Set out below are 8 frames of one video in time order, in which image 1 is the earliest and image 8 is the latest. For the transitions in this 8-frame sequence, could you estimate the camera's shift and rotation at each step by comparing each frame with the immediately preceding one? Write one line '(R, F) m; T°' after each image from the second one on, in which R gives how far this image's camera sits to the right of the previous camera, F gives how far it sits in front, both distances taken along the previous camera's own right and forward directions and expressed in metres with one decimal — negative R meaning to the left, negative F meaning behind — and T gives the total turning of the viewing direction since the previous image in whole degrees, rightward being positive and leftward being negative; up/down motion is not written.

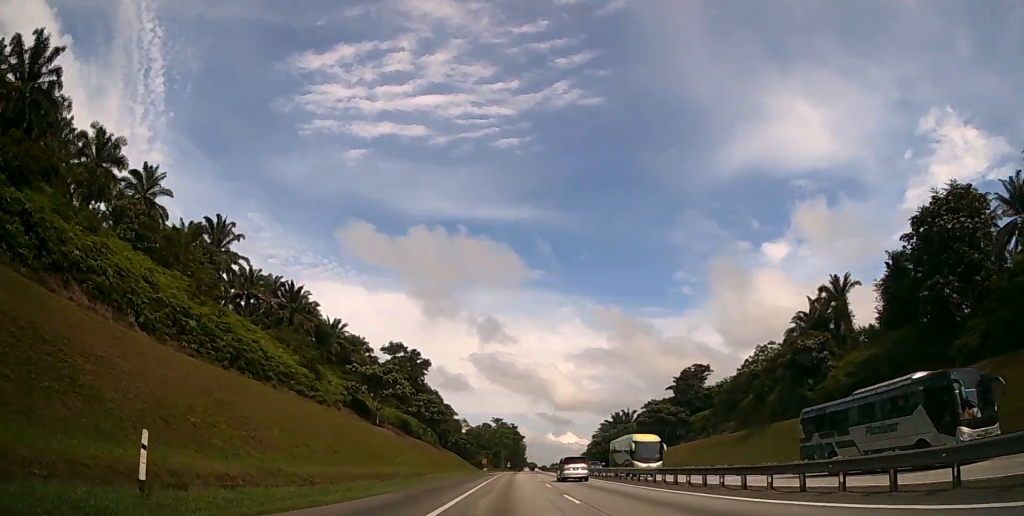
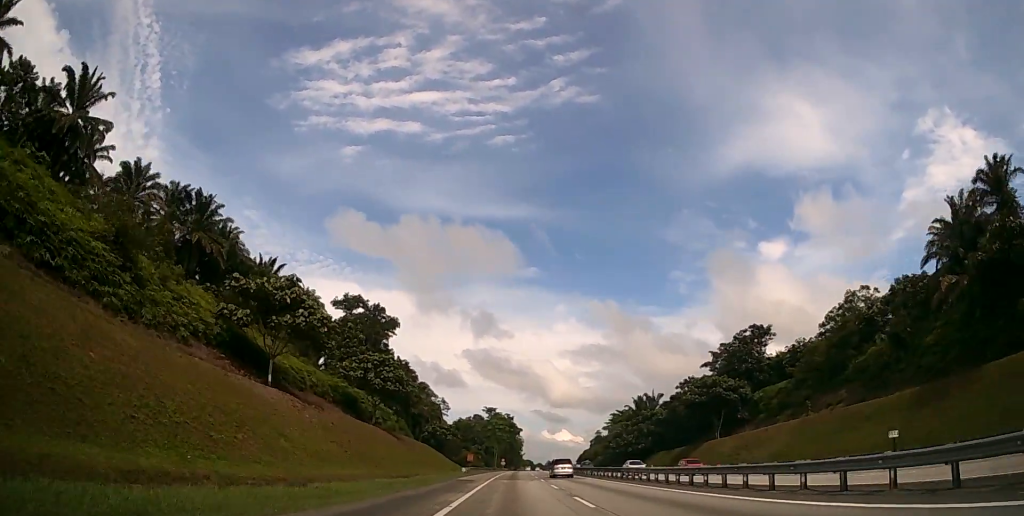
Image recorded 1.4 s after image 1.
(+0.3, +38.2) m; +1°
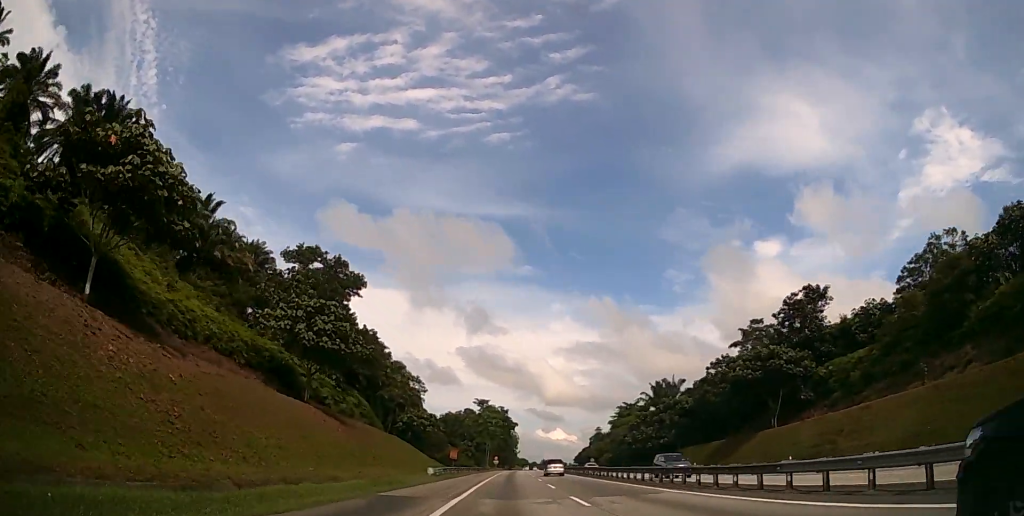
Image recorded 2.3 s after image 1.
(0.0, +23.4) m; +1°
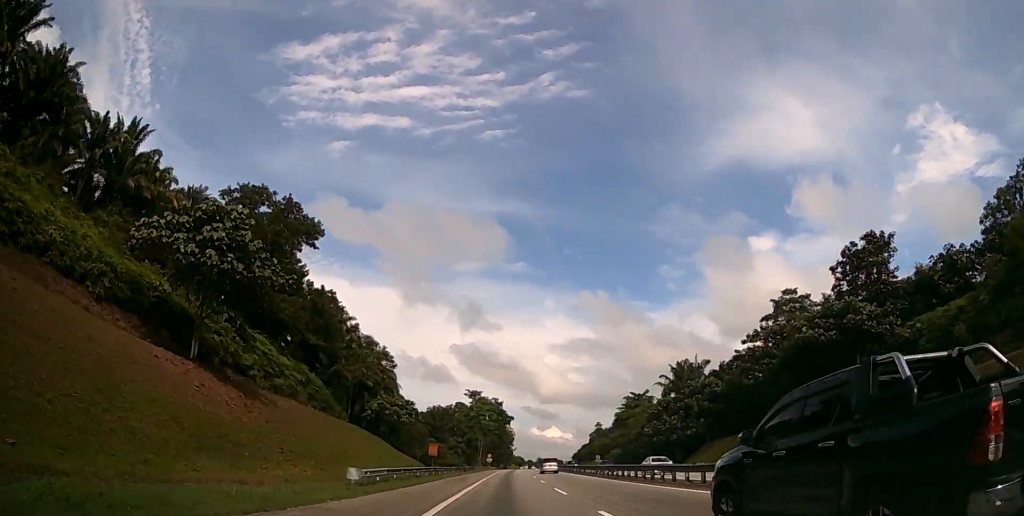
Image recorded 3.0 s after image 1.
(+0.1, +19.3) m; 0°
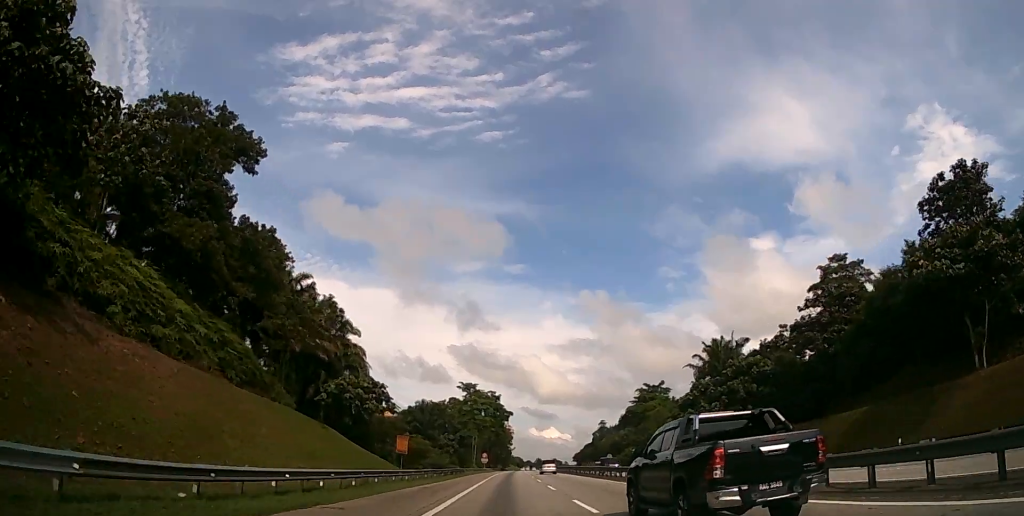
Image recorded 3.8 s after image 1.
(+0.1, +19.4) m; 0°
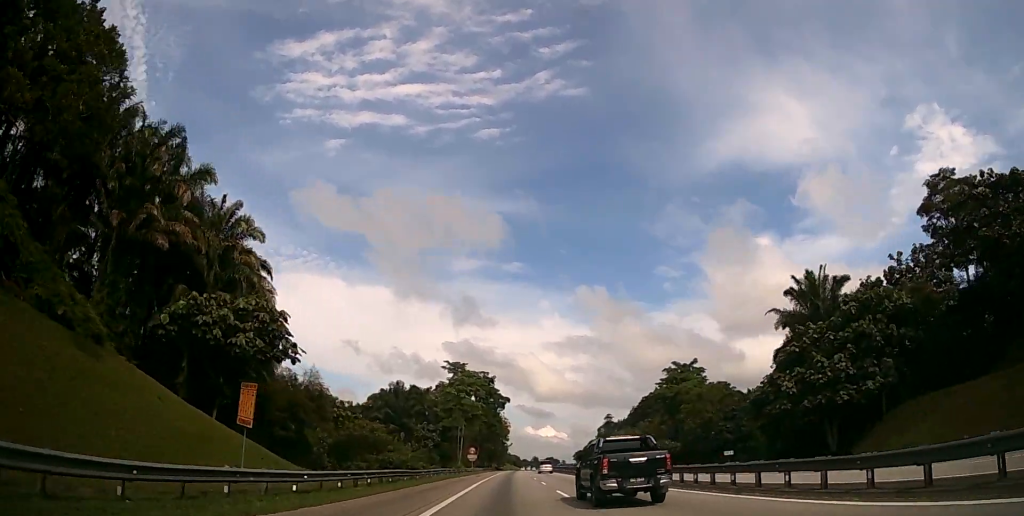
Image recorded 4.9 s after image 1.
(0.0, +30.3) m; 0°
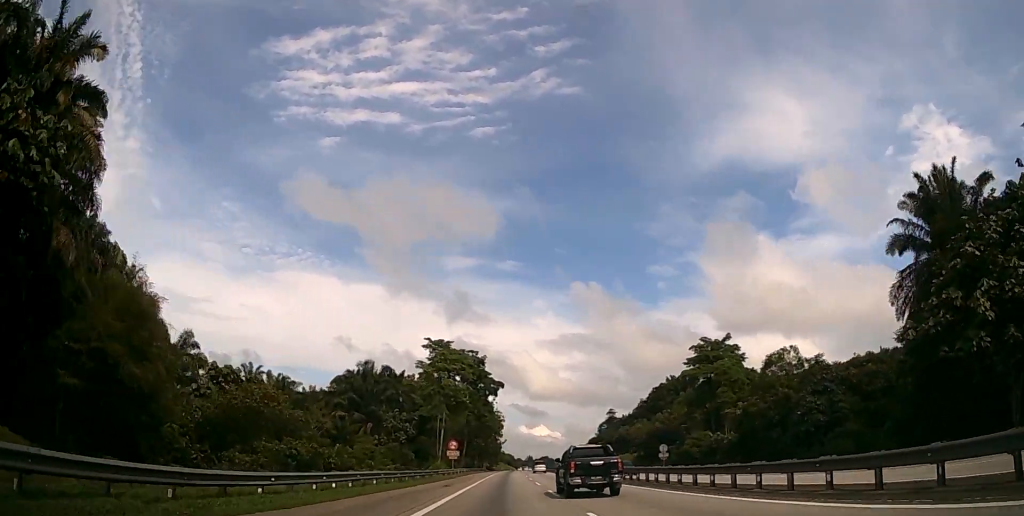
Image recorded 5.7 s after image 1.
(+0.1, +22.7) m; 0°
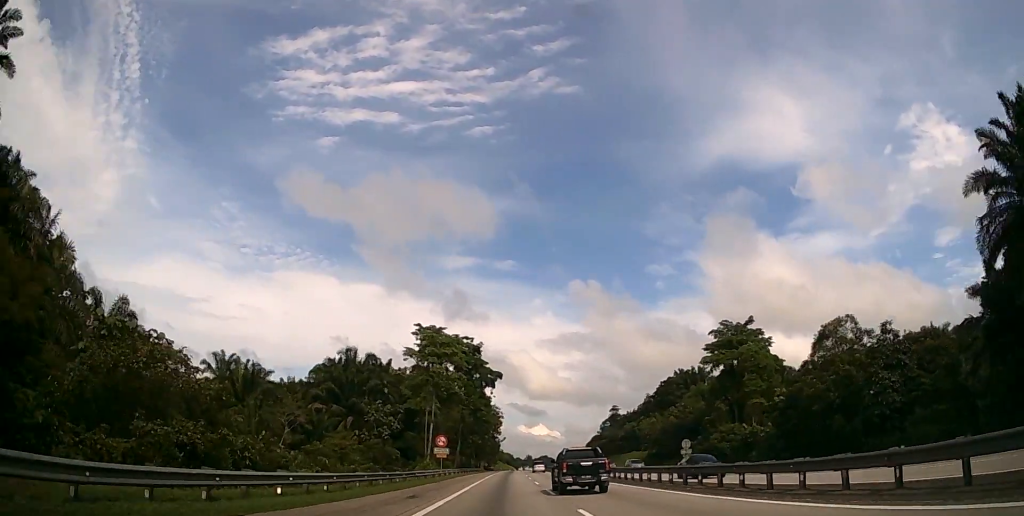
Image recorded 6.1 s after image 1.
(0.0, +10.8) m; 0°
